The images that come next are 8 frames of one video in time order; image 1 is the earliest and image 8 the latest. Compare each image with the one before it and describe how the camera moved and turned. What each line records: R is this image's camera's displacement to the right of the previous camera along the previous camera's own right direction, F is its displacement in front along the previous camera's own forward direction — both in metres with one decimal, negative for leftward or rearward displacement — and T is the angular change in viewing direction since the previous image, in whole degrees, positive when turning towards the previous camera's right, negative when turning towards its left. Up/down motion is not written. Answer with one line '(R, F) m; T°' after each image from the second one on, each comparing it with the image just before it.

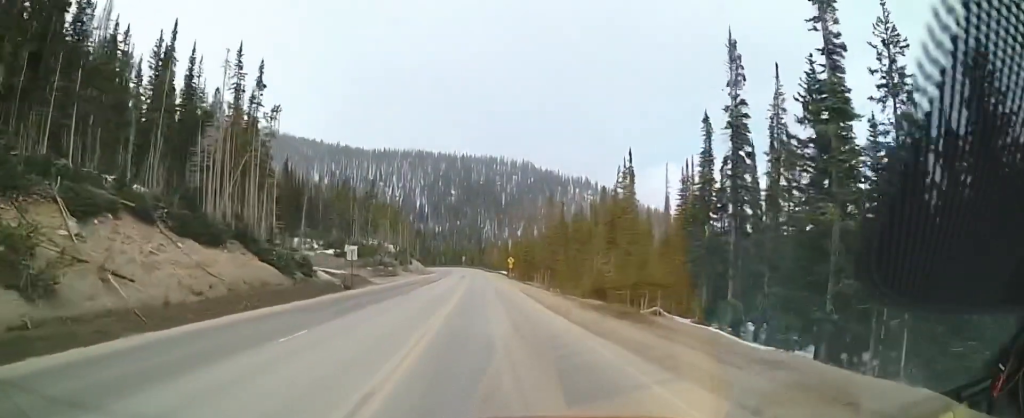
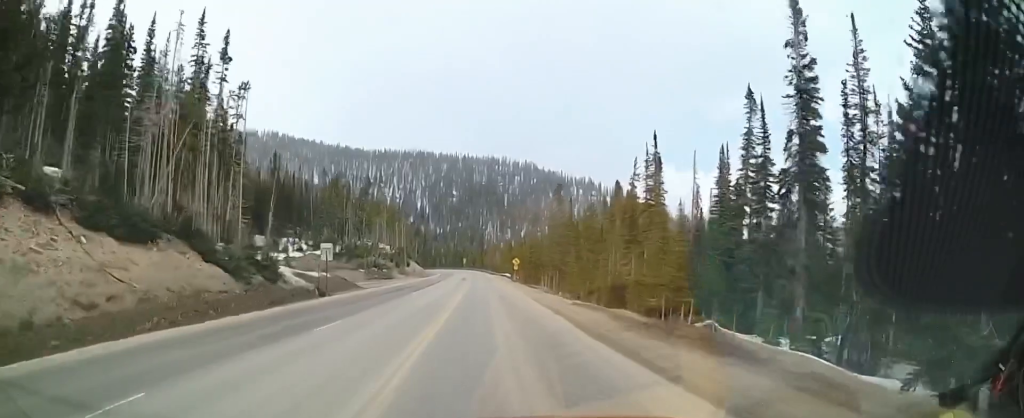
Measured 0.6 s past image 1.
(-0.2, +8.5) m; -1°
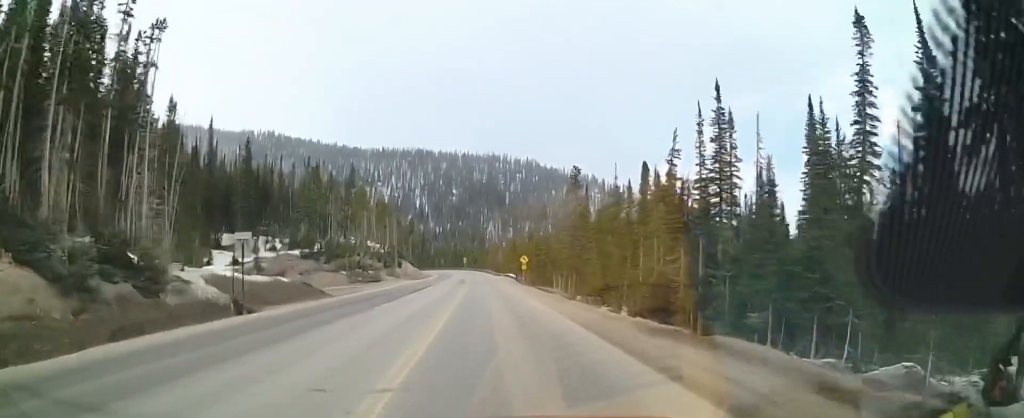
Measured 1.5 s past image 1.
(-0.1, +14.9) m; 0°
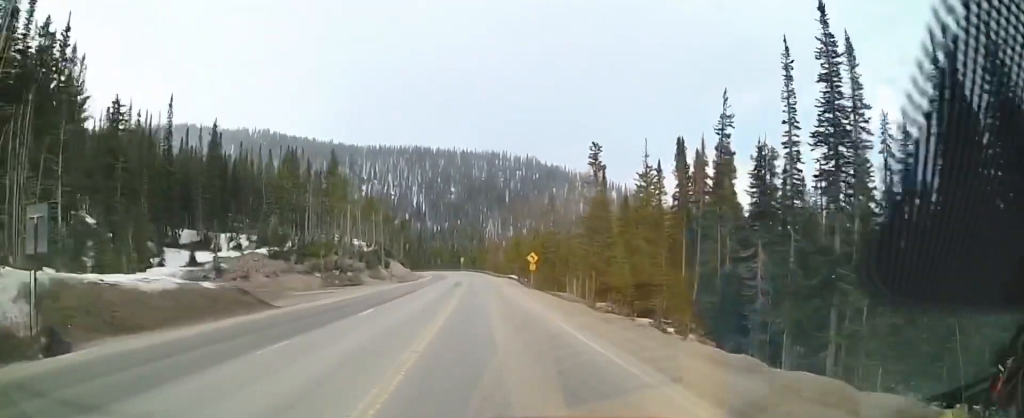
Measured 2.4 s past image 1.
(0.0, +14.2) m; 0°
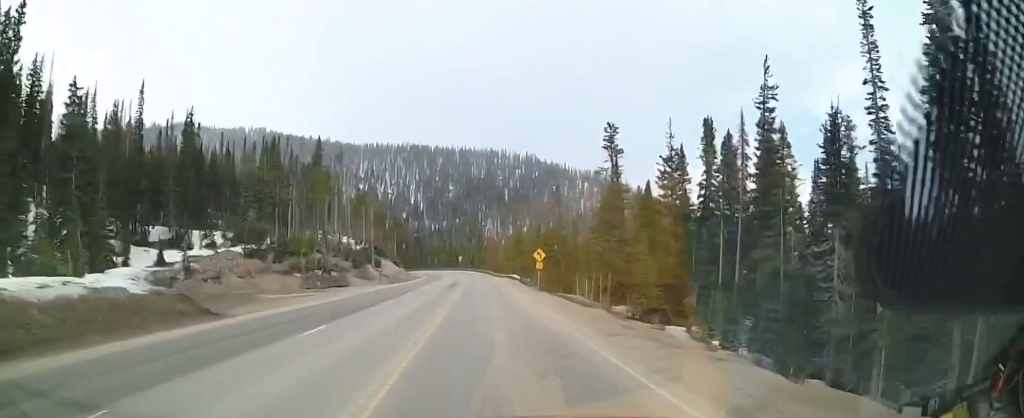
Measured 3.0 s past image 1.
(0.0, +8.5) m; 0°
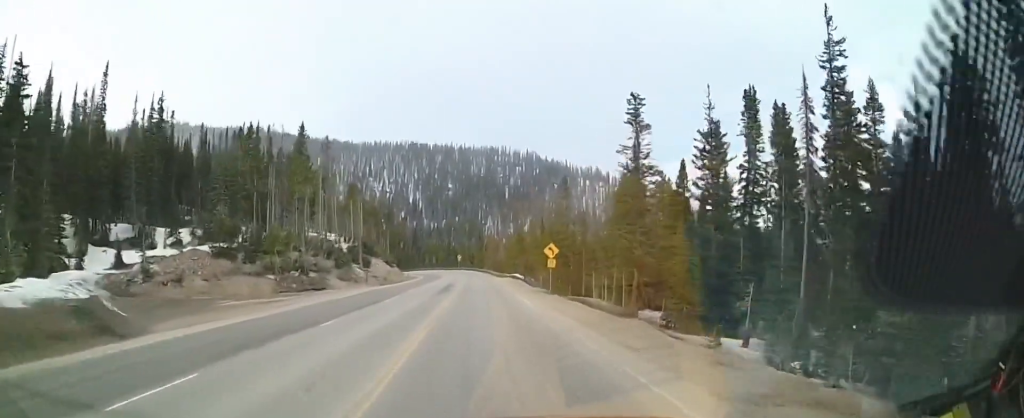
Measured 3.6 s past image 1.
(0.0, +9.4) m; +1°
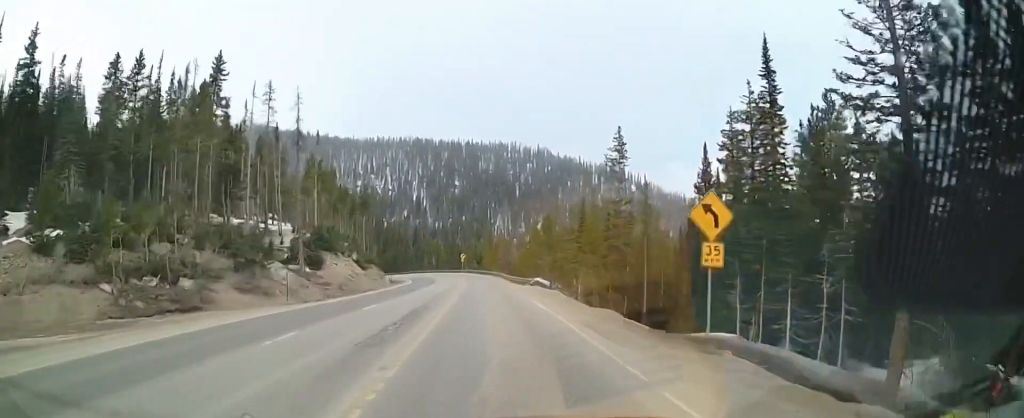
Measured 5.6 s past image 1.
(-0.2, +31.4) m; -2°
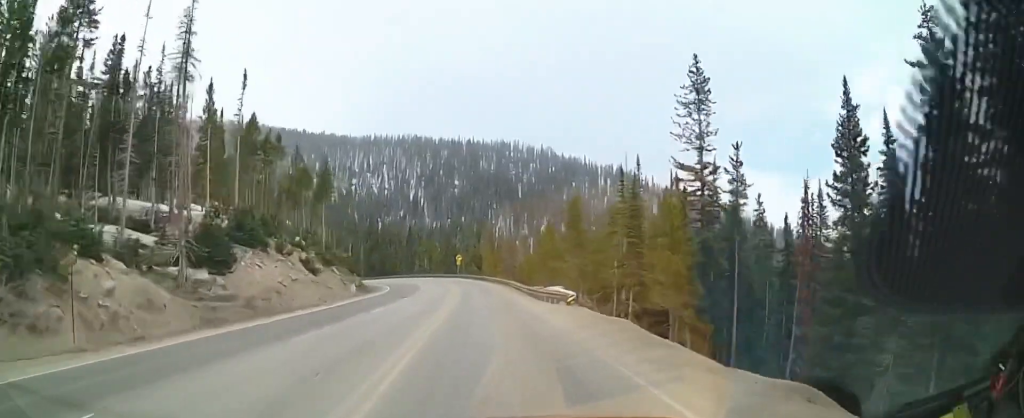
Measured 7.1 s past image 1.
(+0.2, +22.5) m; +3°
